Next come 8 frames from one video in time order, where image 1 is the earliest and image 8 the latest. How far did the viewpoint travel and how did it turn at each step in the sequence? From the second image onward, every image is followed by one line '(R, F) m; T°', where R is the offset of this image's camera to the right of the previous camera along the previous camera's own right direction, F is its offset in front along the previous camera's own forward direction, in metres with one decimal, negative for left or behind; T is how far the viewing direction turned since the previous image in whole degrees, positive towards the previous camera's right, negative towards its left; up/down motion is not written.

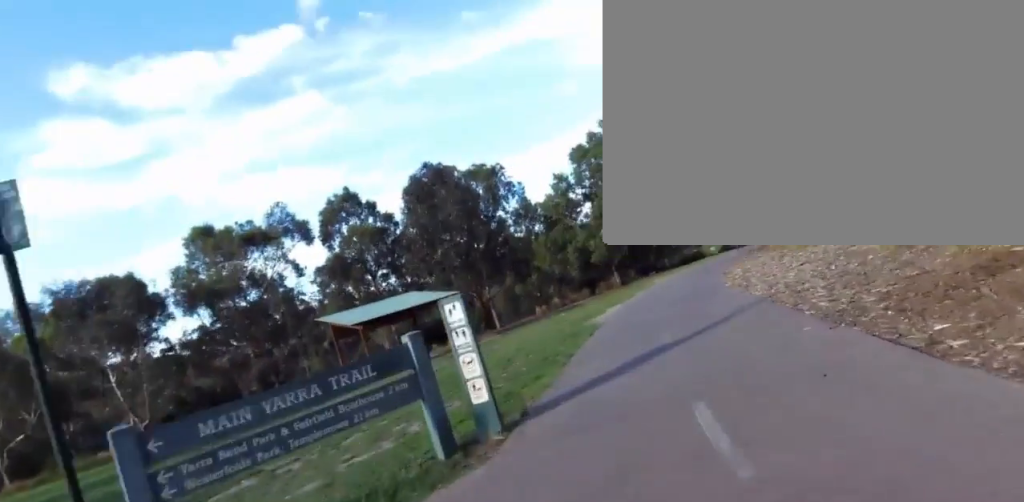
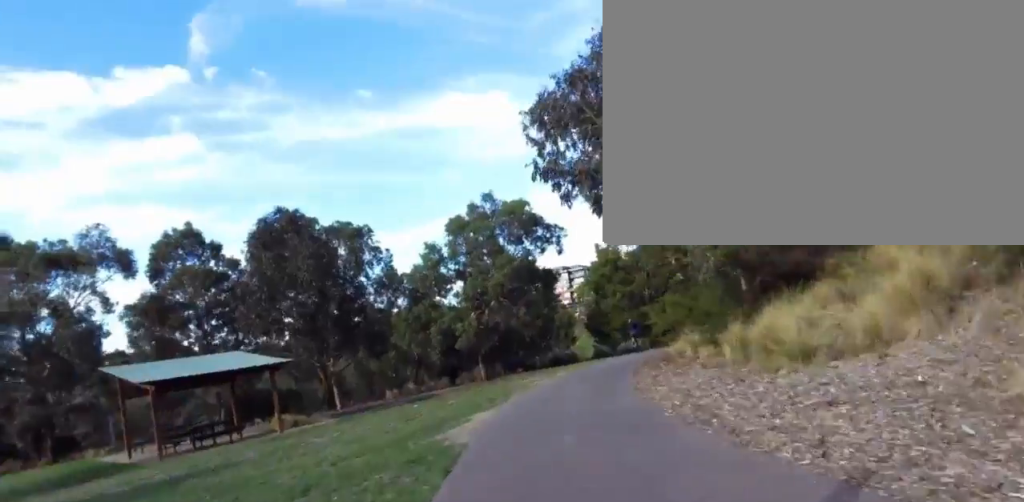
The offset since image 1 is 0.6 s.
(+0.9, +4.4) m; +6°
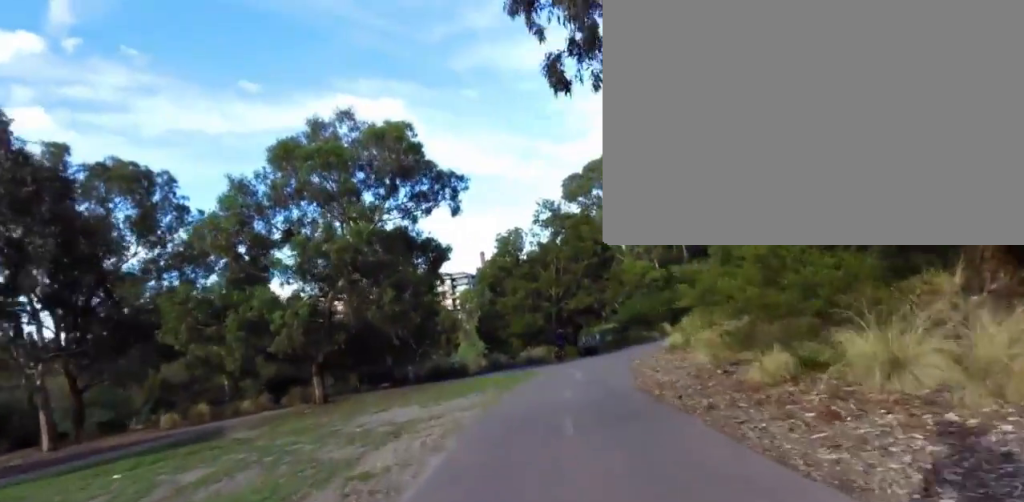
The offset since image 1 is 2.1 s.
(+0.9, +13.0) m; +5°
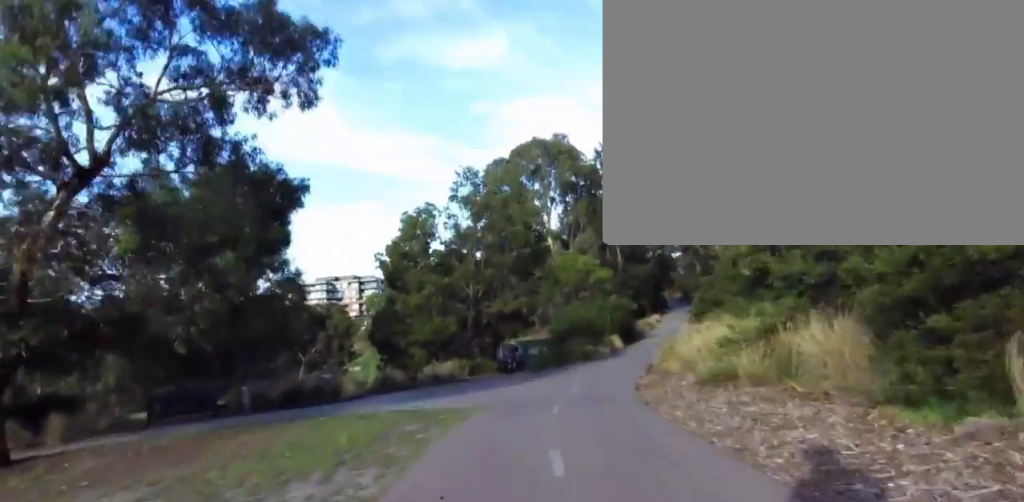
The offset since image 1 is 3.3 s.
(+1.1, +10.0) m; +19°
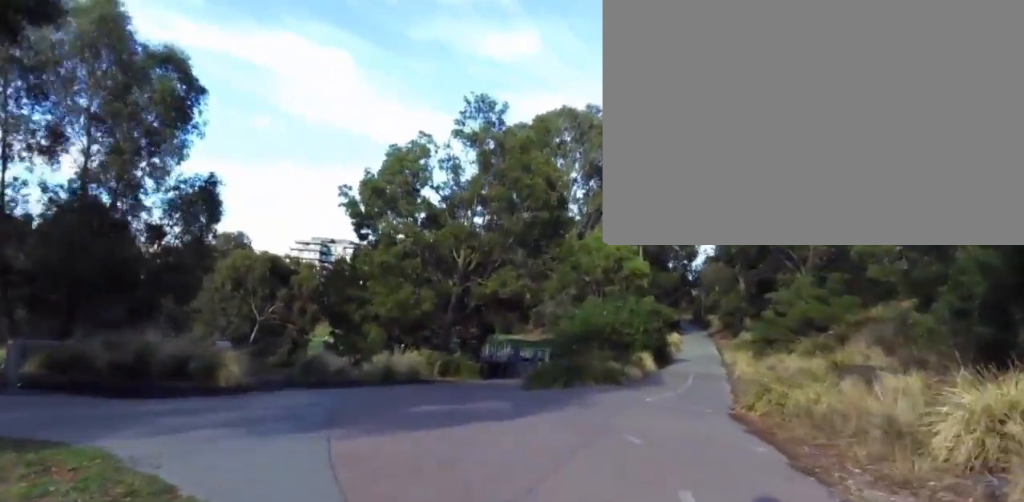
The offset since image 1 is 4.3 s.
(+1.5, +8.2) m; +5°
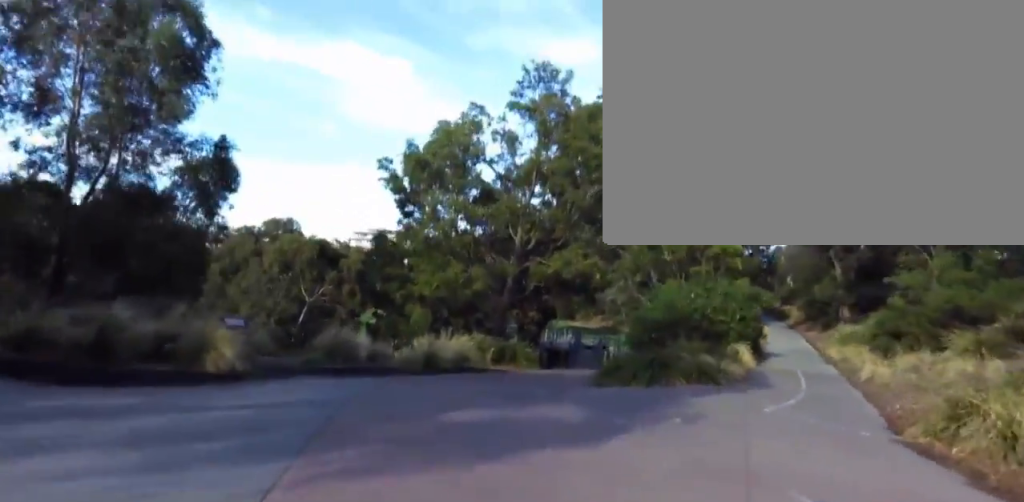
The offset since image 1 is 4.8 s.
(-0.5, +3.5) m; -3°
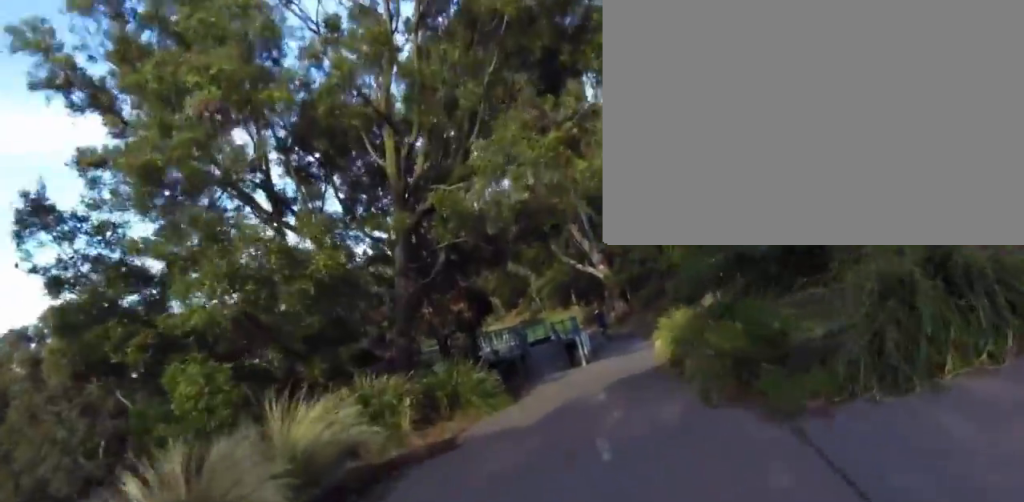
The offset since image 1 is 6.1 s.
(+0.3, +11.6) m; +10°
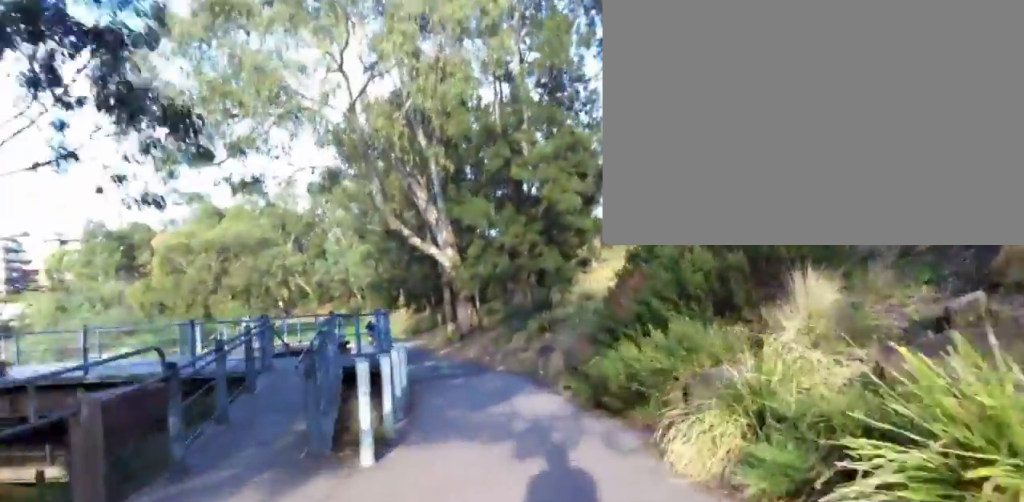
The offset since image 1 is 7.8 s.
(+1.9, +14.5) m; +1°
